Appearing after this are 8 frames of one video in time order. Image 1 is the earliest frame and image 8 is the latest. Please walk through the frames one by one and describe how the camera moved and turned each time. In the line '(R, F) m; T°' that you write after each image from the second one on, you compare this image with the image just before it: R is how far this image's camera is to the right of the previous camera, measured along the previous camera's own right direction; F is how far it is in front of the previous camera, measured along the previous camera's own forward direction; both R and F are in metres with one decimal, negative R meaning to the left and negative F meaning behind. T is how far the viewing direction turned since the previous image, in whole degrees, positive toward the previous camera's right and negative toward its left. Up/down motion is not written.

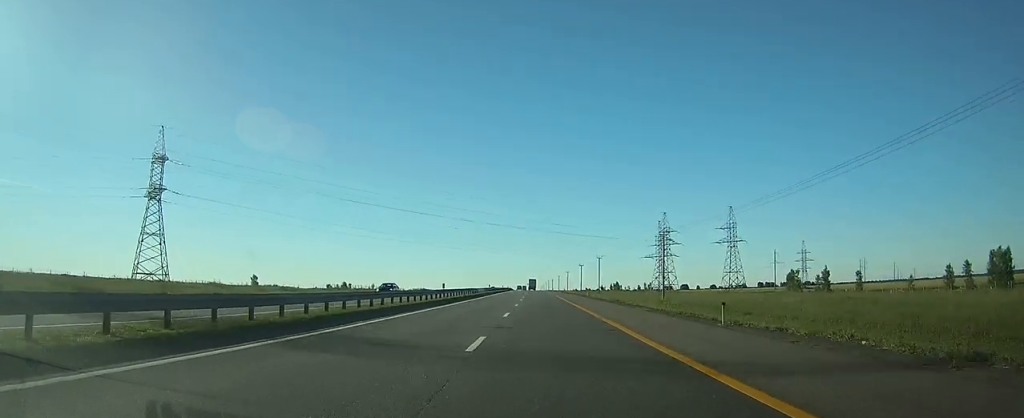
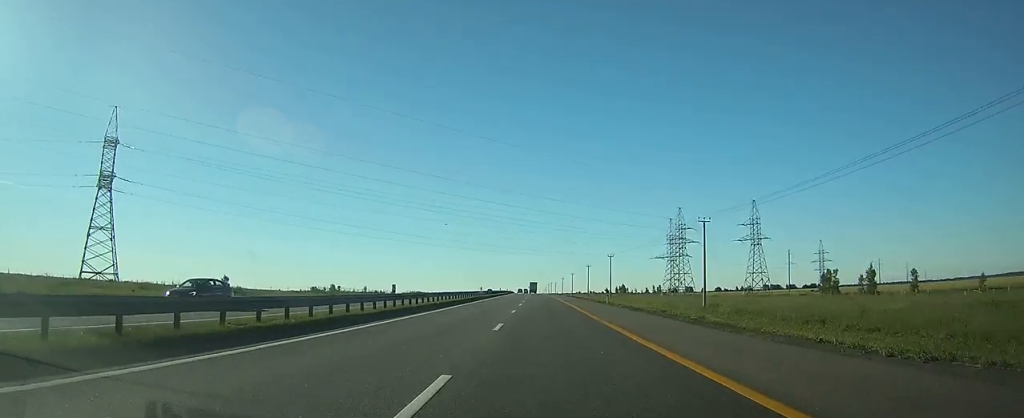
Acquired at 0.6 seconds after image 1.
(0.0, +17.7) m; 0°
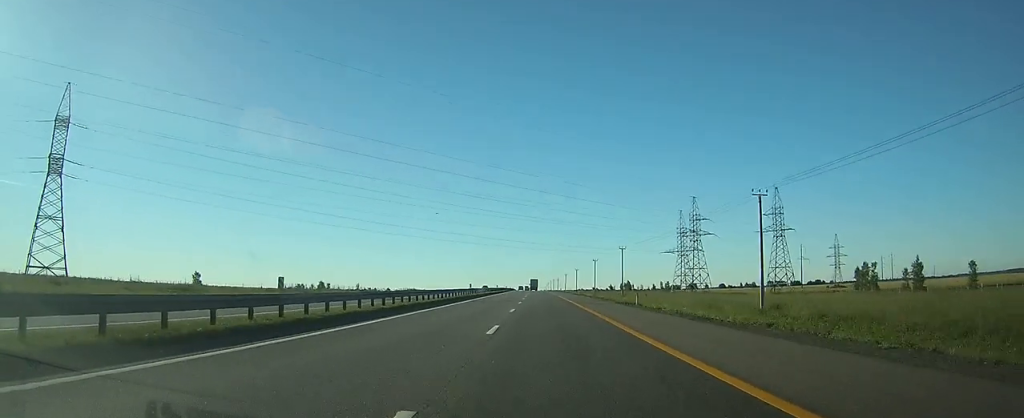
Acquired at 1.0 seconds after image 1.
(0.0, +14.5) m; 0°
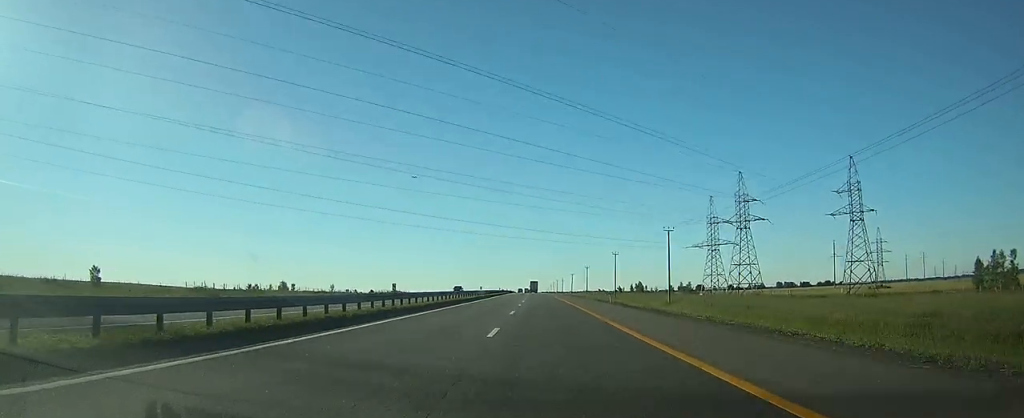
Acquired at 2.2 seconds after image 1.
(-0.1, +36.3) m; 0°
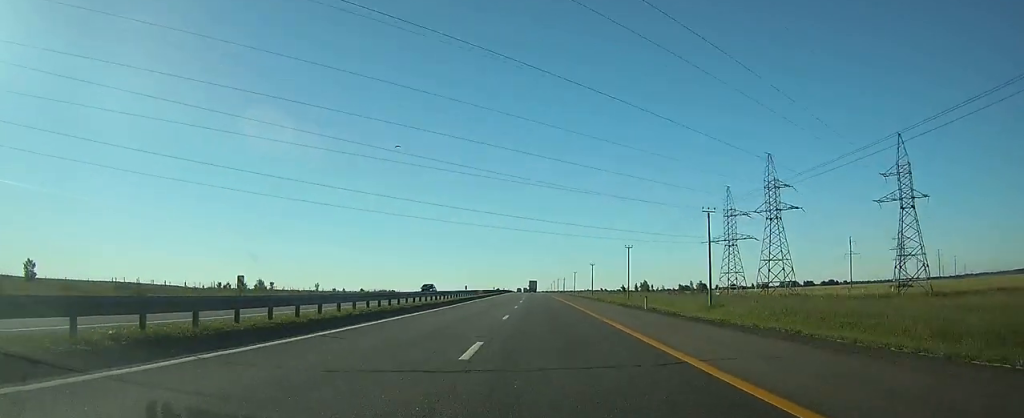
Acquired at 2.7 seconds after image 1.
(0.0, +16.6) m; 0°
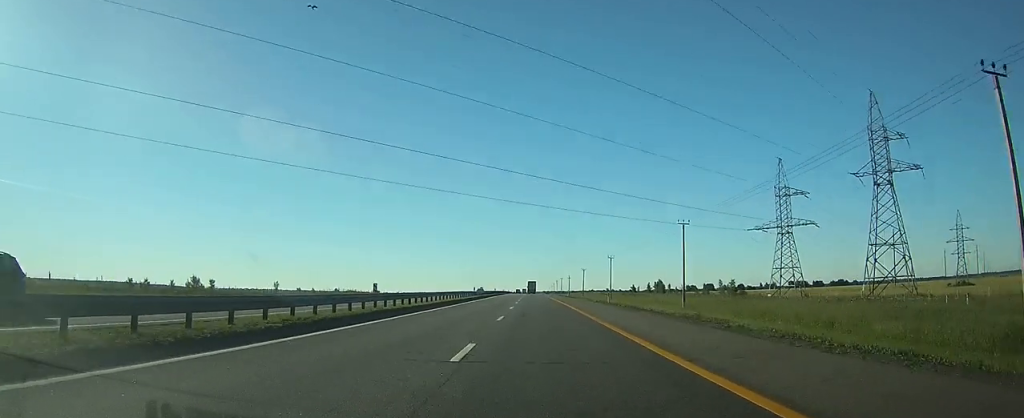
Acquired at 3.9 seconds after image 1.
(0.0, +36.2) m; 0°
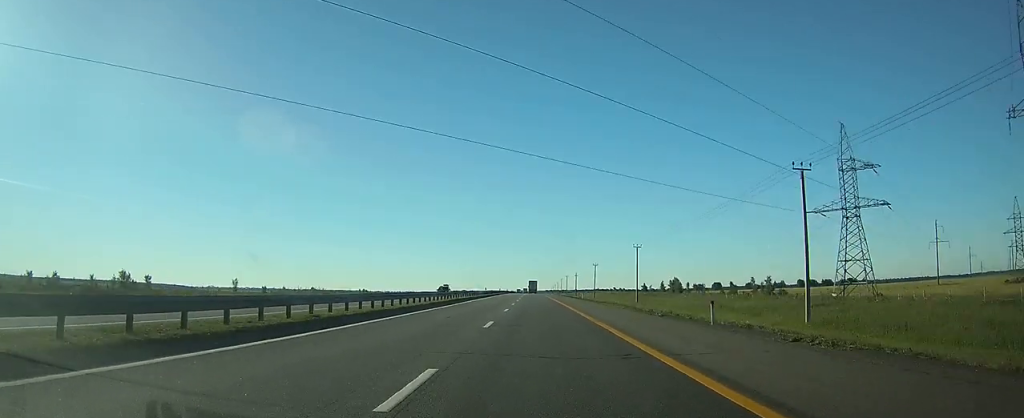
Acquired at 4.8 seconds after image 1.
(0.0, +27.8) m; 0°
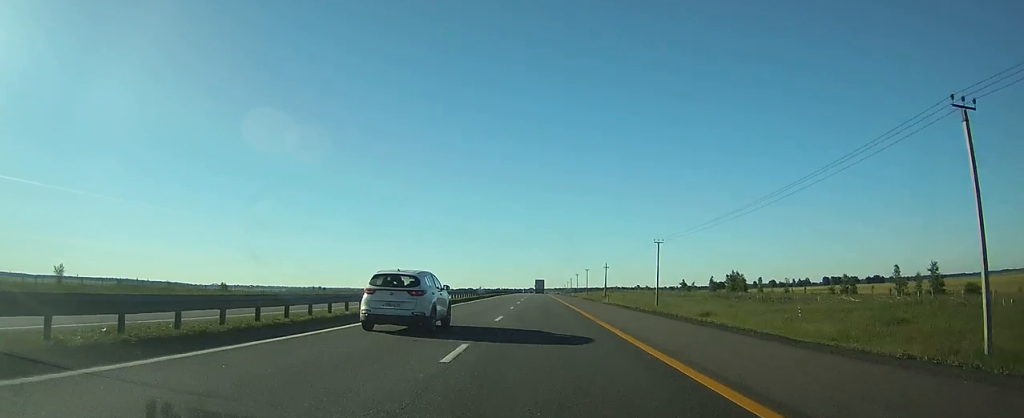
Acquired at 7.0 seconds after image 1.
(-0.5, +67.8) m; -1°
